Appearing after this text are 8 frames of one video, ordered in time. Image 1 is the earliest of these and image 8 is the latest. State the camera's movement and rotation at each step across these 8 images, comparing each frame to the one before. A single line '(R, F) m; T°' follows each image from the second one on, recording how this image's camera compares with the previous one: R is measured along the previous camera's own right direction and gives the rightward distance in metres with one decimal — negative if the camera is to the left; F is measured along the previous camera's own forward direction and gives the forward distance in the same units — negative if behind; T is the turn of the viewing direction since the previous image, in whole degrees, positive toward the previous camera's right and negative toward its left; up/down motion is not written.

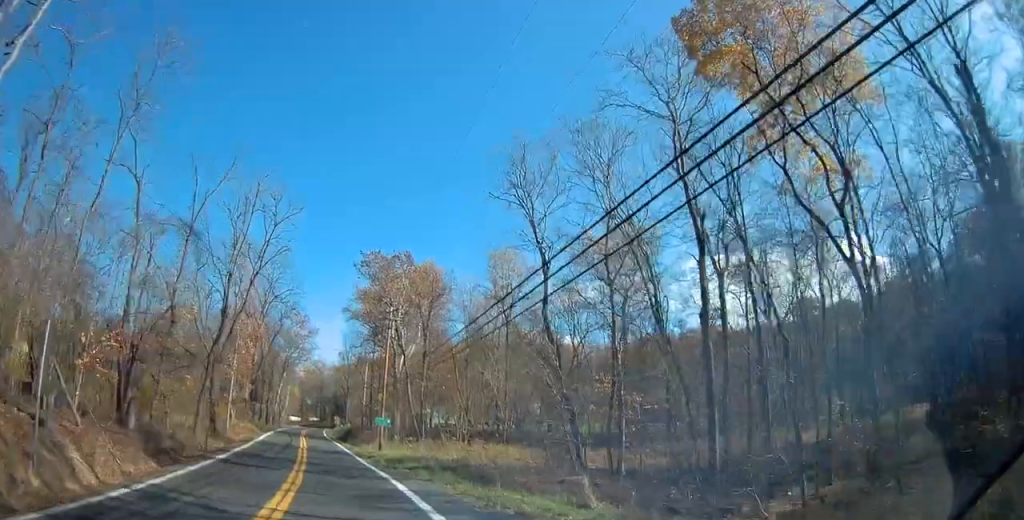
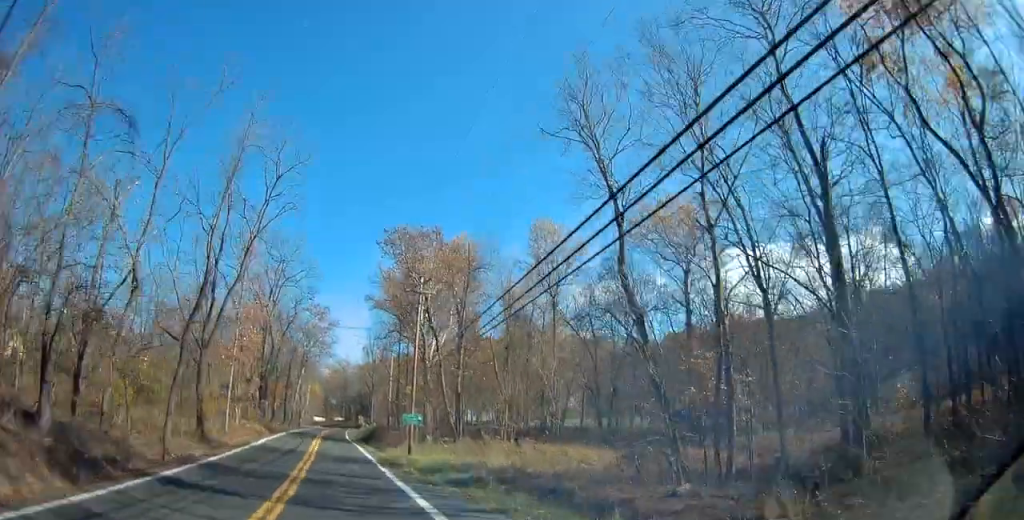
(+0.2, +8.4) m; -4°
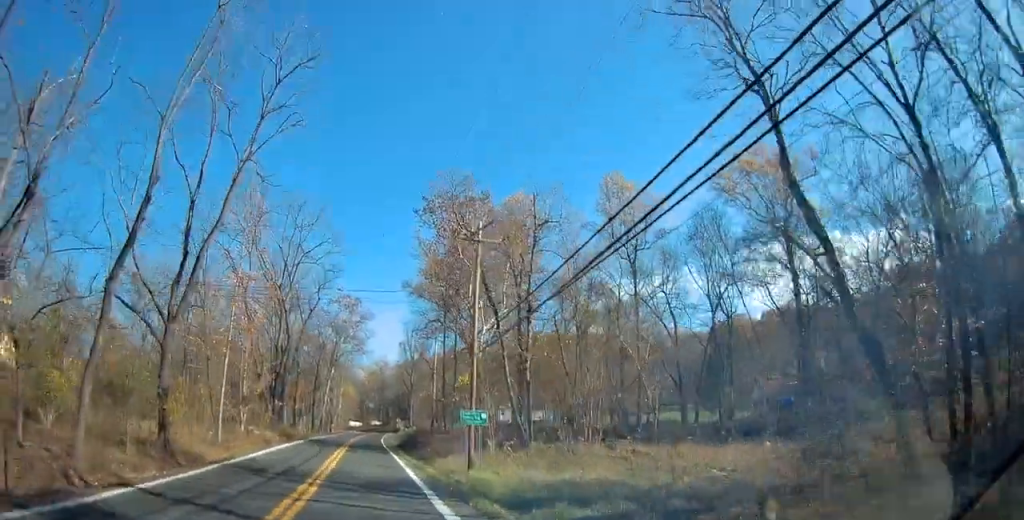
(-1.2, +11.0) m; +2°
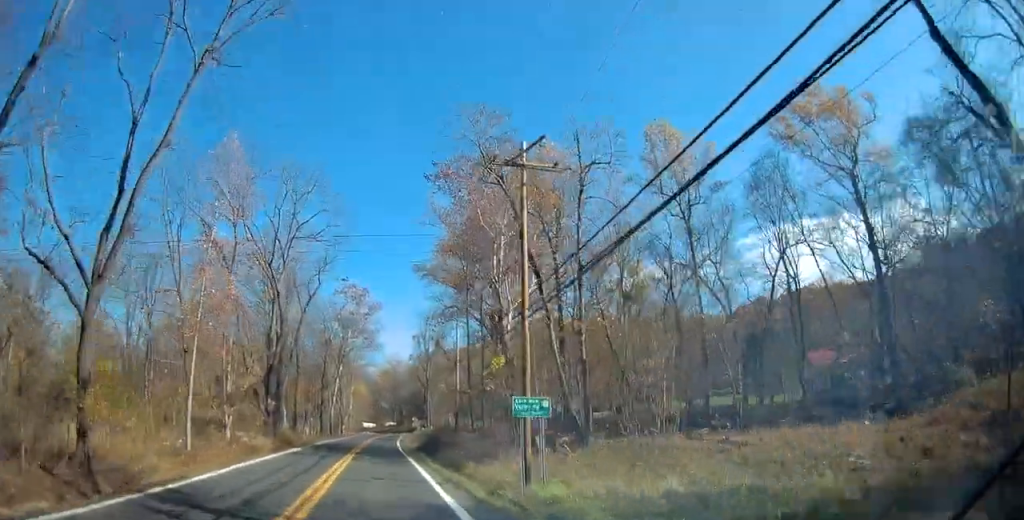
(+0.6, +8.0) m; +2°
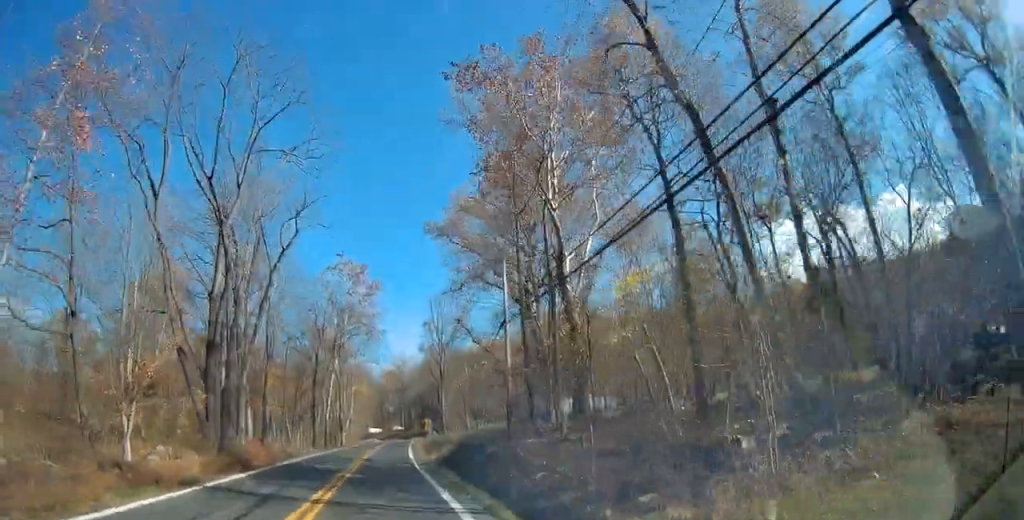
(+0.6, +15.9) m; -1°
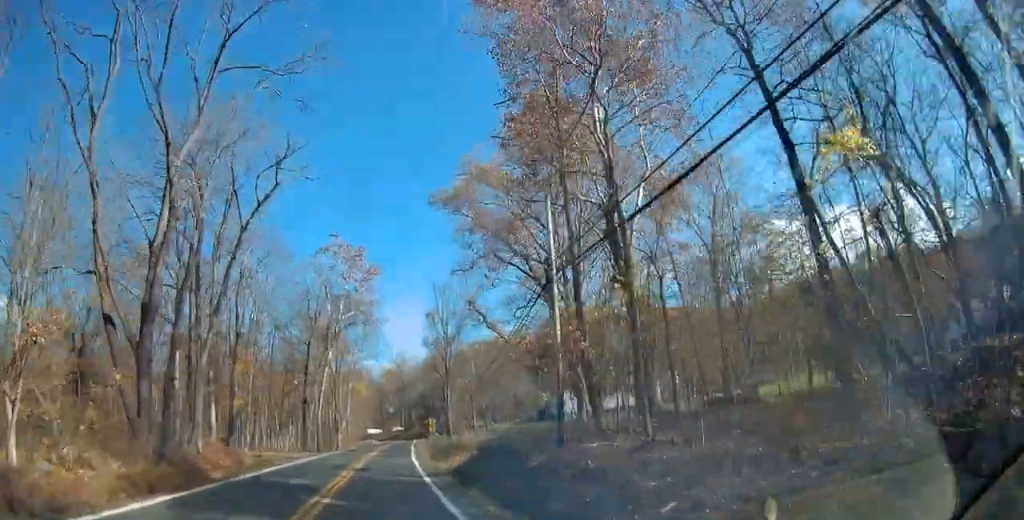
(-0.2, +7.8) m; -3°
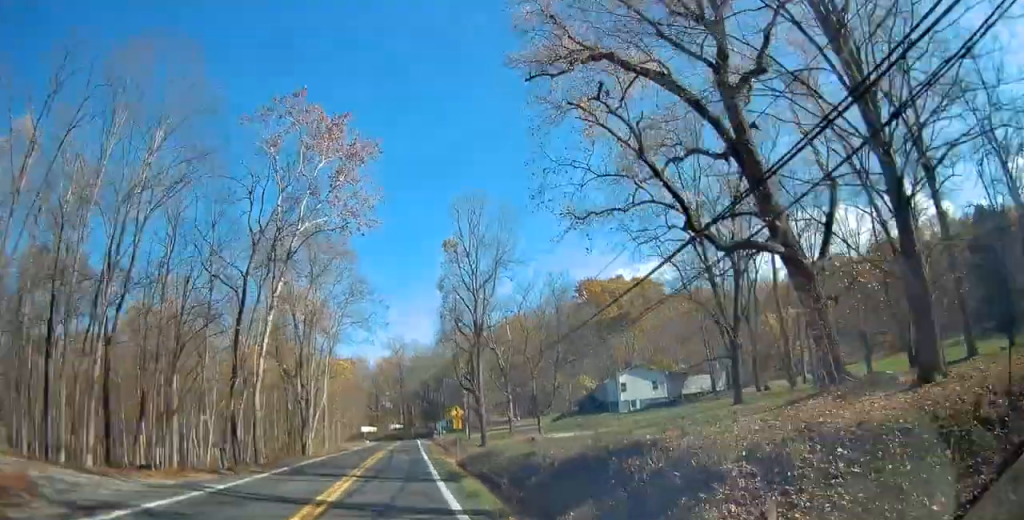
(-0.8, +28.2) m; -2°
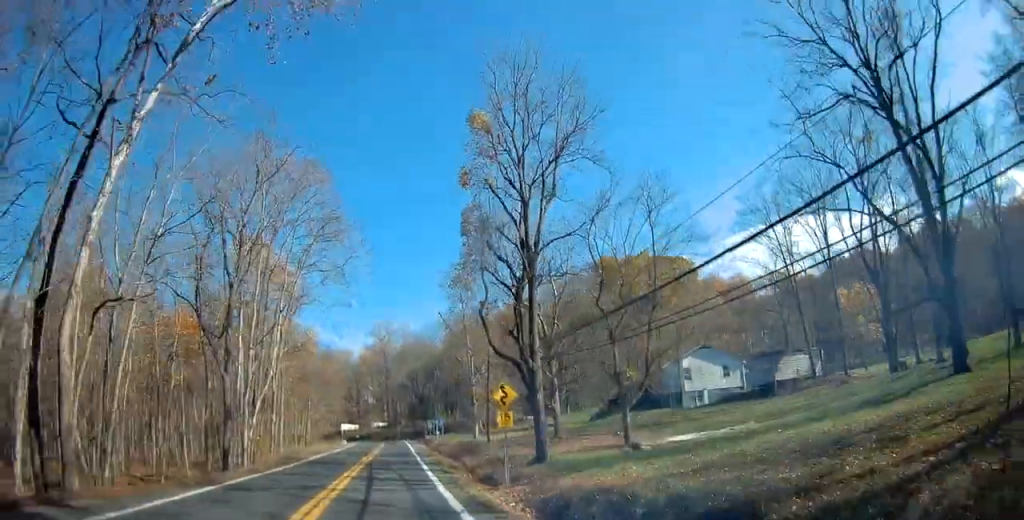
(+0.2, +20.7) m; +2°
